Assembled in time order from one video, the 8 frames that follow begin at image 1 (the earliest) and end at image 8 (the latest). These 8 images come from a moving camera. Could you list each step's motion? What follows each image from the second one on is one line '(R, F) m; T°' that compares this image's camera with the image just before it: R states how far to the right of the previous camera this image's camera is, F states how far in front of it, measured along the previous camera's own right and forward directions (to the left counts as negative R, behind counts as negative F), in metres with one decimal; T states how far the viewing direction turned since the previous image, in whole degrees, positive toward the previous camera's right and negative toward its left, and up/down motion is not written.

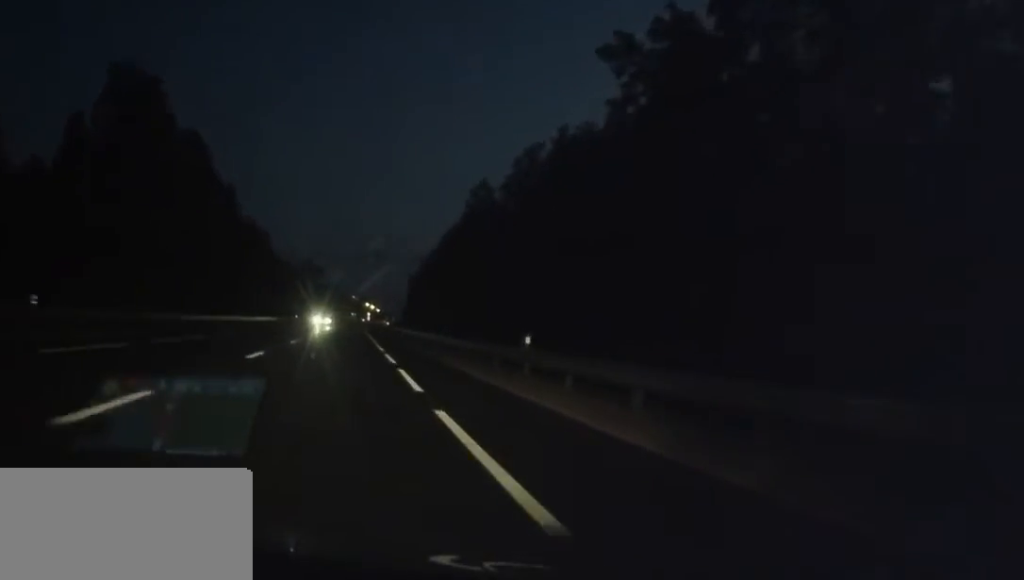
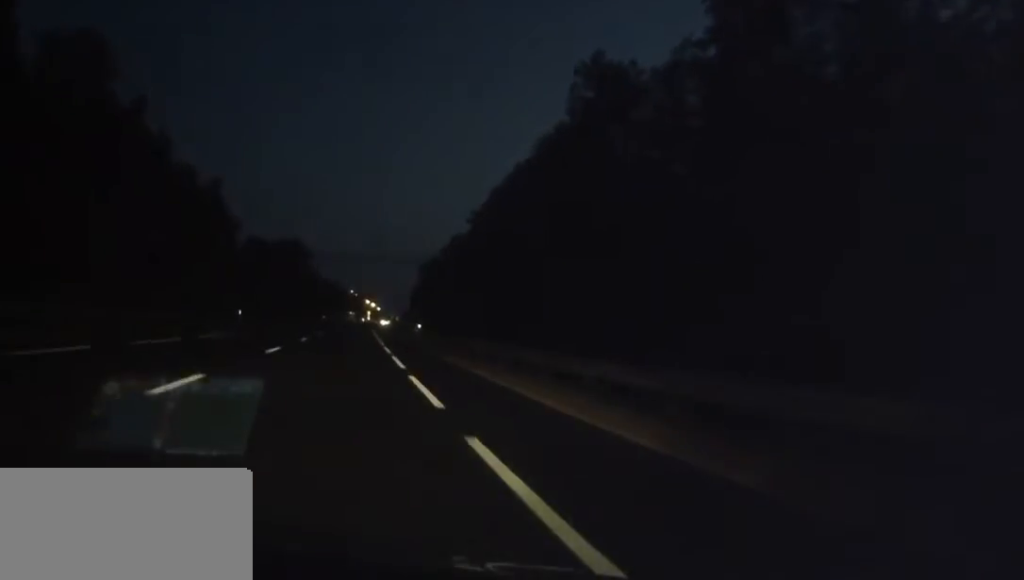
(-0.3, +56.7) m; 0°
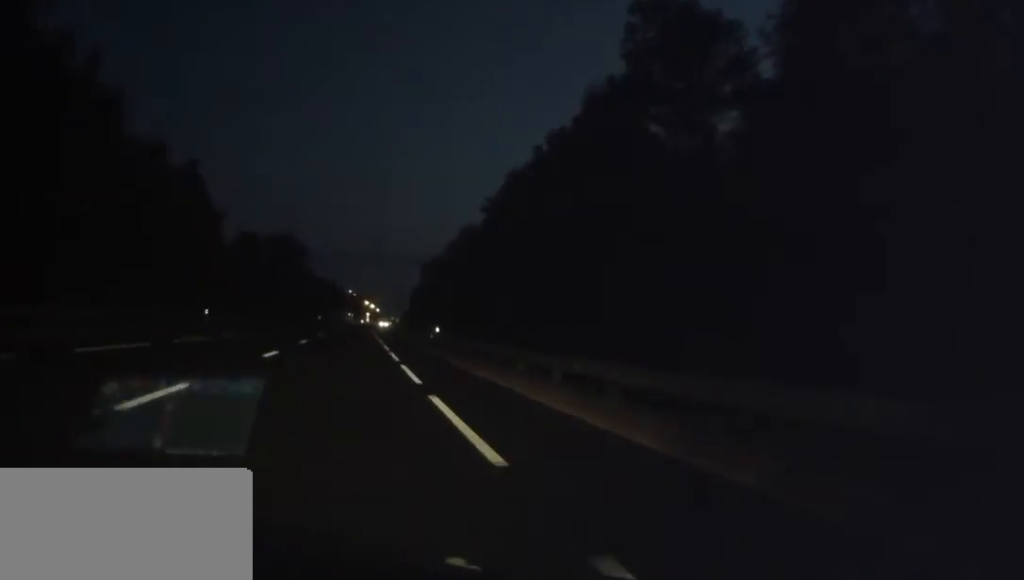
(+0.1, +13.5) m; 0°
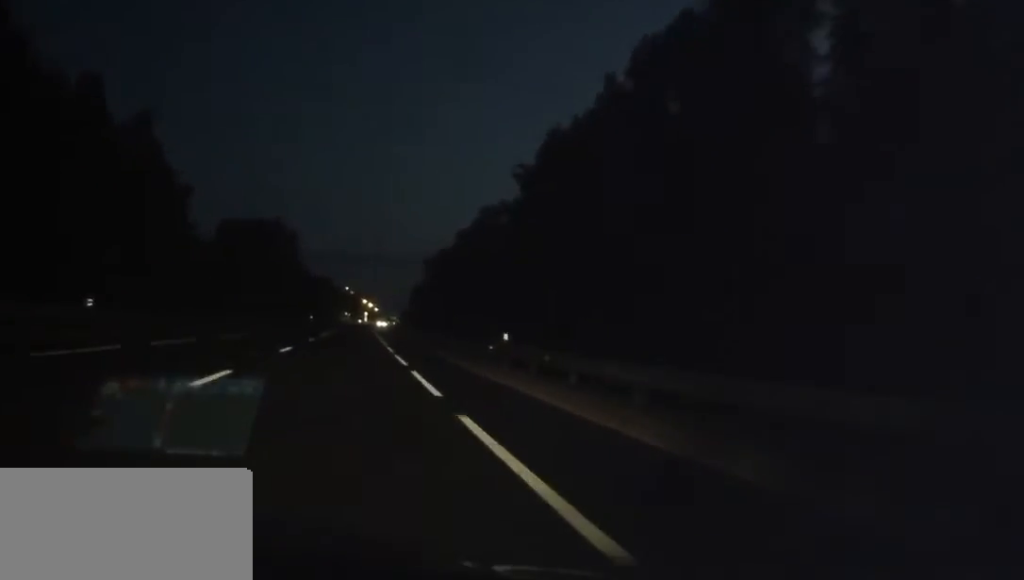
(0.0, +21.2) m; 0°
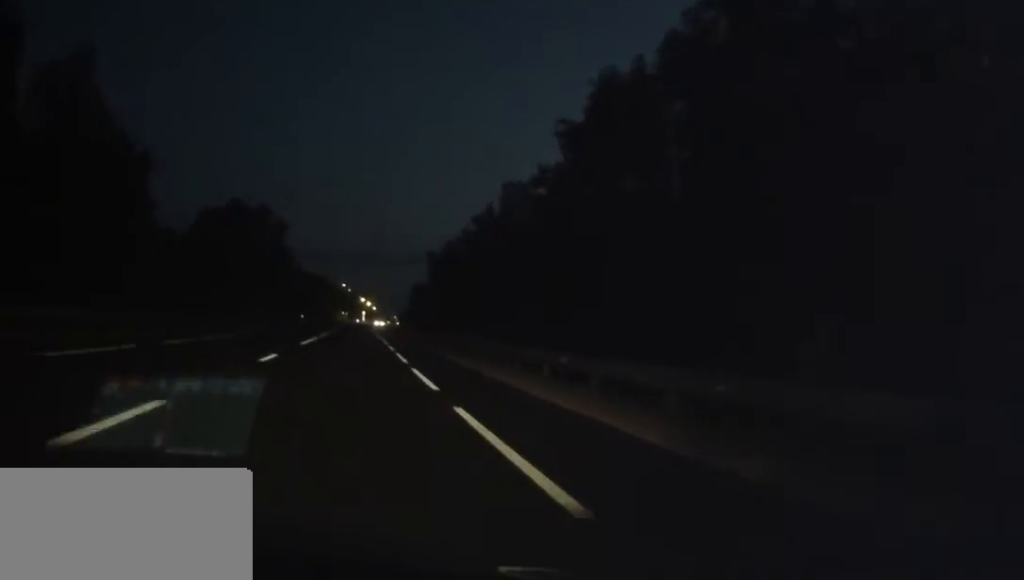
(-0.2, +17.4) m; 0°
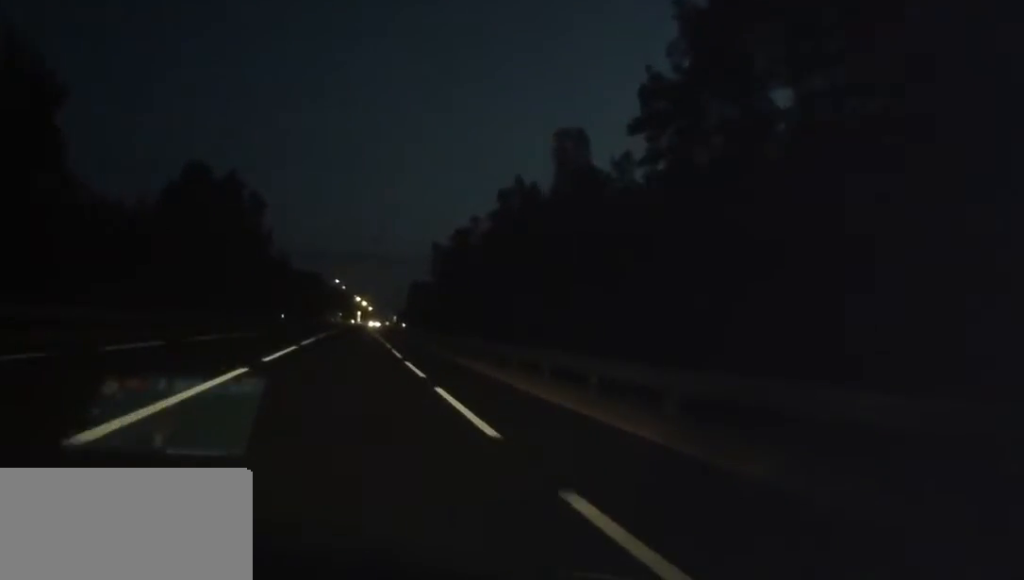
(+0.2, +24.1) m; +1°
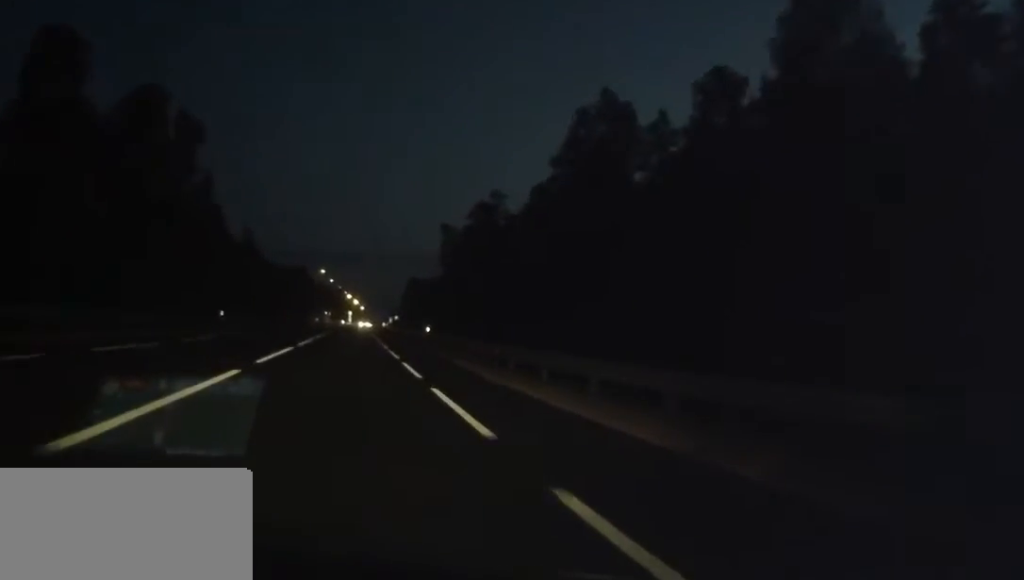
(+0.2, +36.6) m; 0°
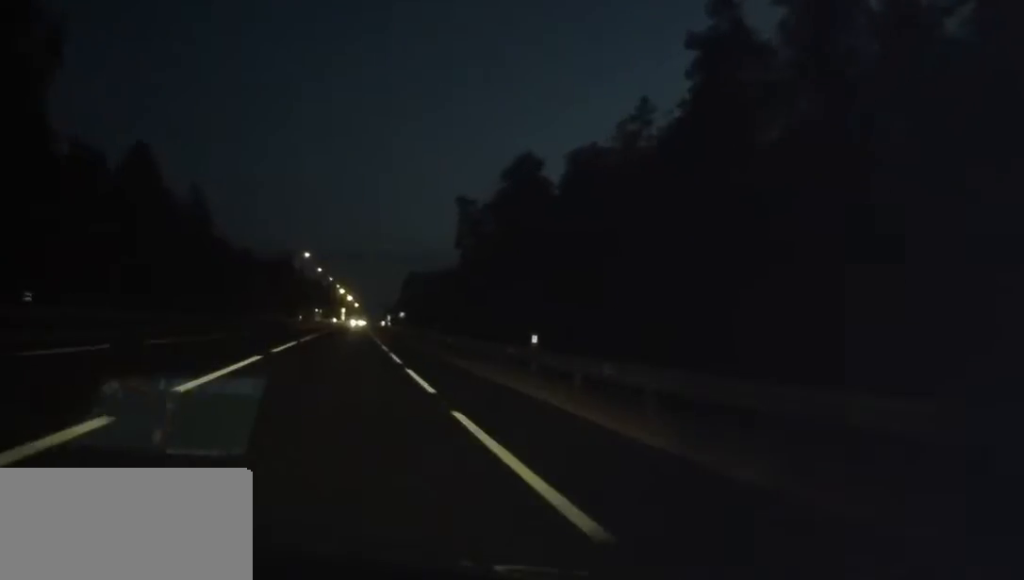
(0.0, +31.8) m; +1°
